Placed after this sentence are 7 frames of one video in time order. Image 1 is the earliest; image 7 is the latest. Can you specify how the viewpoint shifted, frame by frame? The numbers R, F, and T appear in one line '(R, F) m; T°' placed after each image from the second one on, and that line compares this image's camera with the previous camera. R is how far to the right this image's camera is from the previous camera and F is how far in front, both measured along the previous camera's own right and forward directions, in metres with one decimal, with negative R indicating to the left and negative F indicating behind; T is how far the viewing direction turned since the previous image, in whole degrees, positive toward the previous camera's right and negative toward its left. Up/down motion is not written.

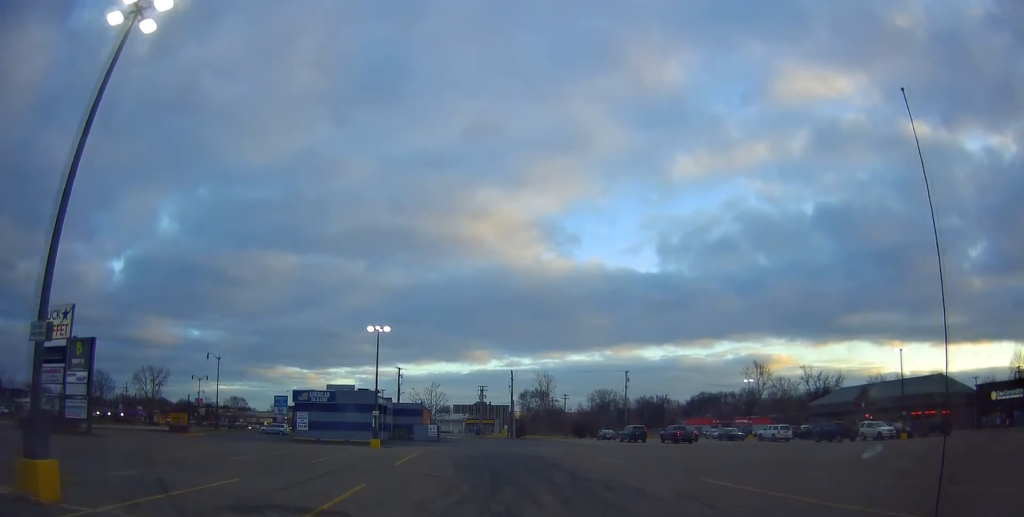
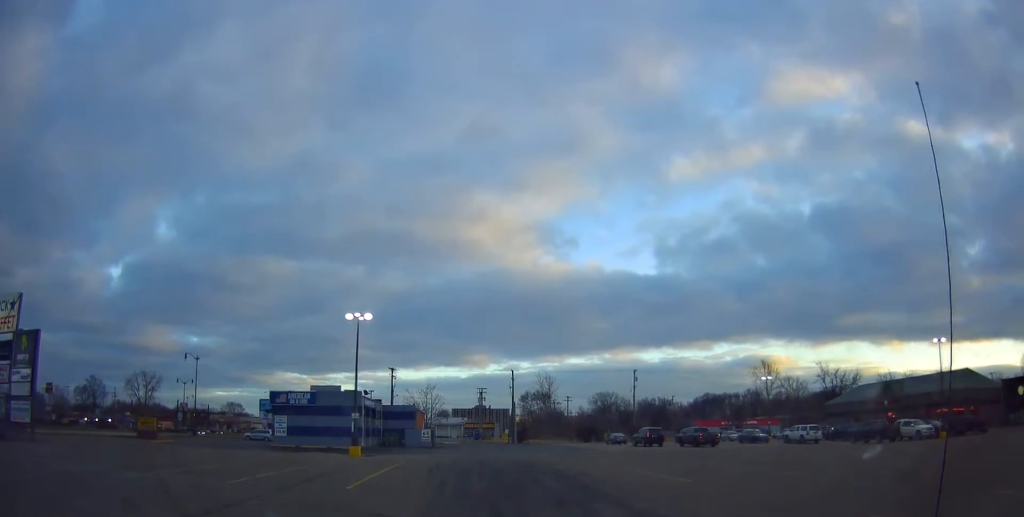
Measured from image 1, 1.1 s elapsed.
(+0.3, +7.2) m; +5°
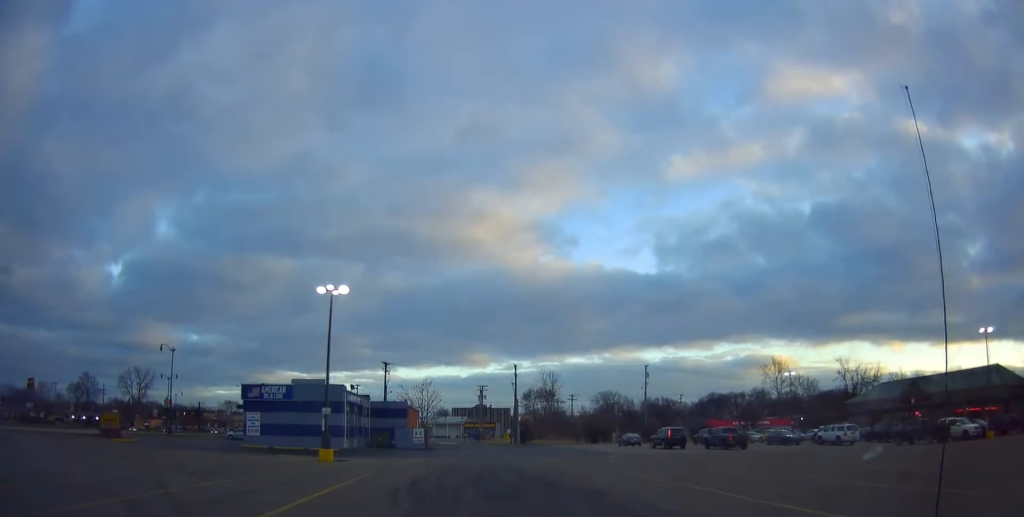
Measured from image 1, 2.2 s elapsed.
(+0.3, +7.4) m; +2°
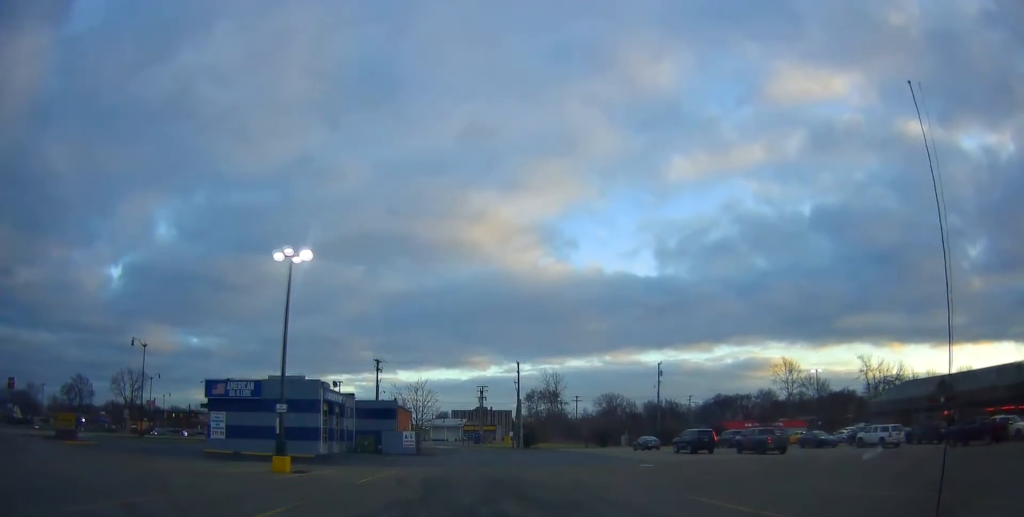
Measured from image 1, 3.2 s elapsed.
(0.0, +7.3) m; 0°
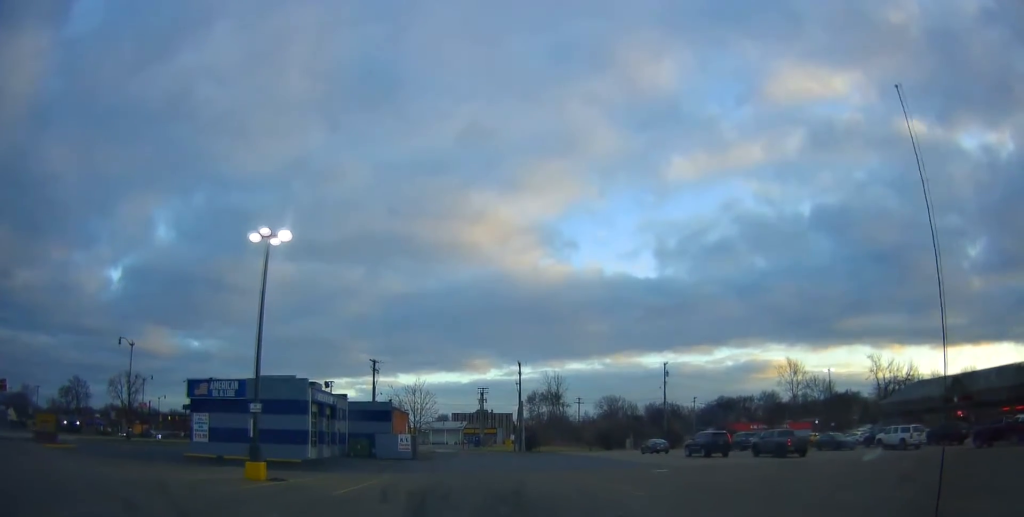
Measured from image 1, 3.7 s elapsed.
(0.0, +3.0) m; -2°
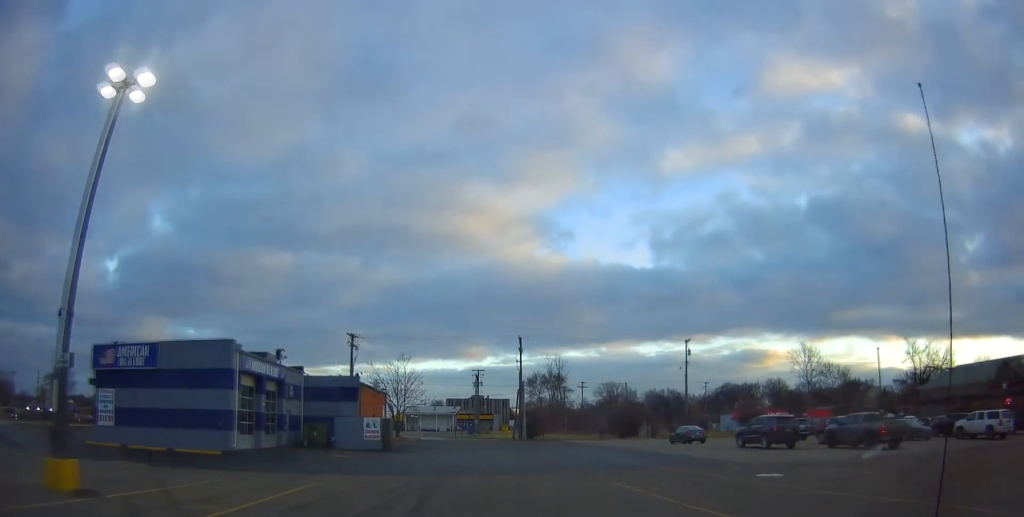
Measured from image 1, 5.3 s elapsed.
(-1.1, +11.2) m; +1°
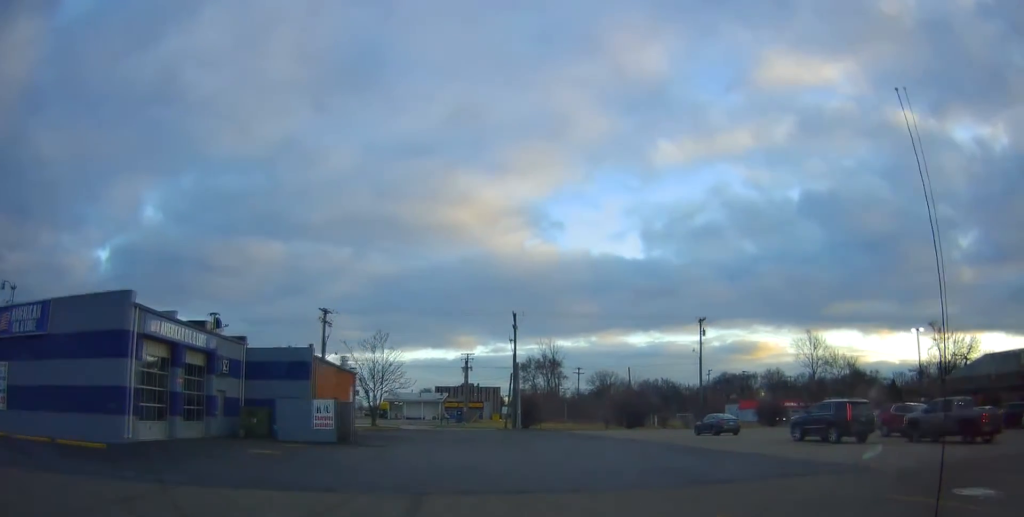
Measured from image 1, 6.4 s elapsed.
(+1.5, +8.0) m; +7°
